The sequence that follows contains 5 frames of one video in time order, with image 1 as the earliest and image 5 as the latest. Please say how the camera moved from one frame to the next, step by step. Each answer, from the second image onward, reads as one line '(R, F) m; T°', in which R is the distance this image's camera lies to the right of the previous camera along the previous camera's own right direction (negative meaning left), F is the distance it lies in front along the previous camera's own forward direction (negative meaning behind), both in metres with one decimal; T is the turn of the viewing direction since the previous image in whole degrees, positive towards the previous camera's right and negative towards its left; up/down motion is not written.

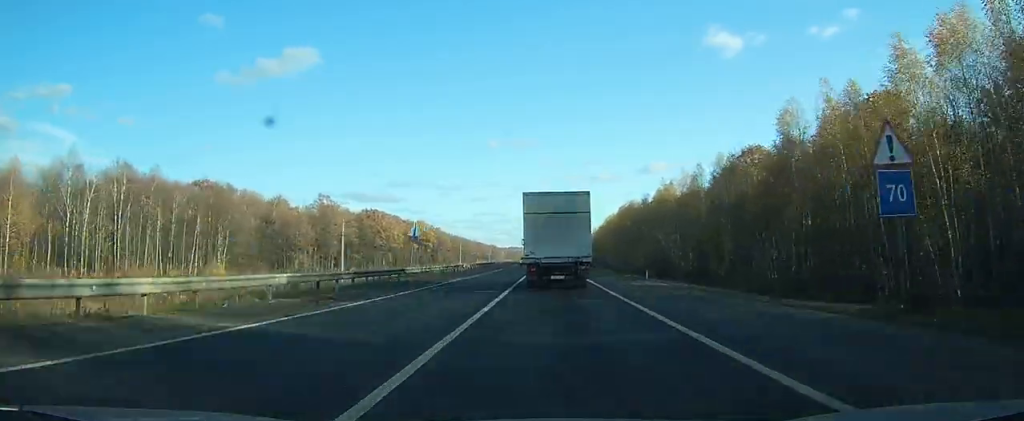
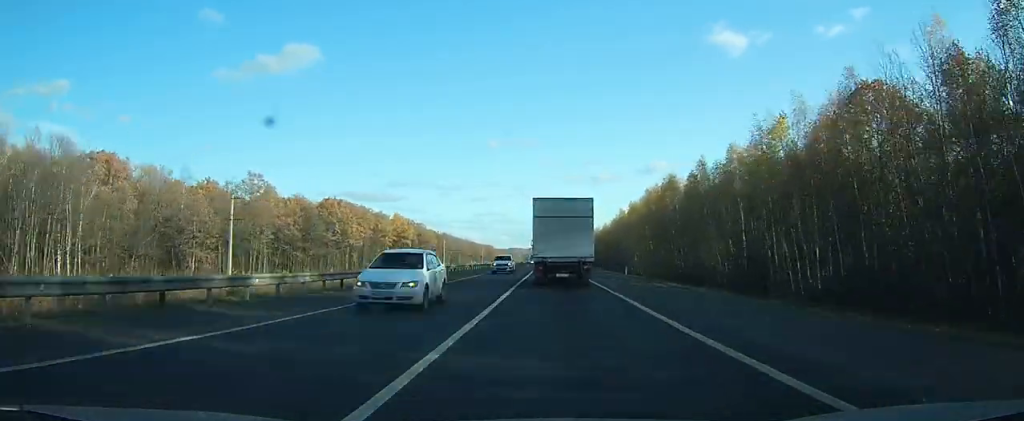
(0.0, +39.7) m; 0°
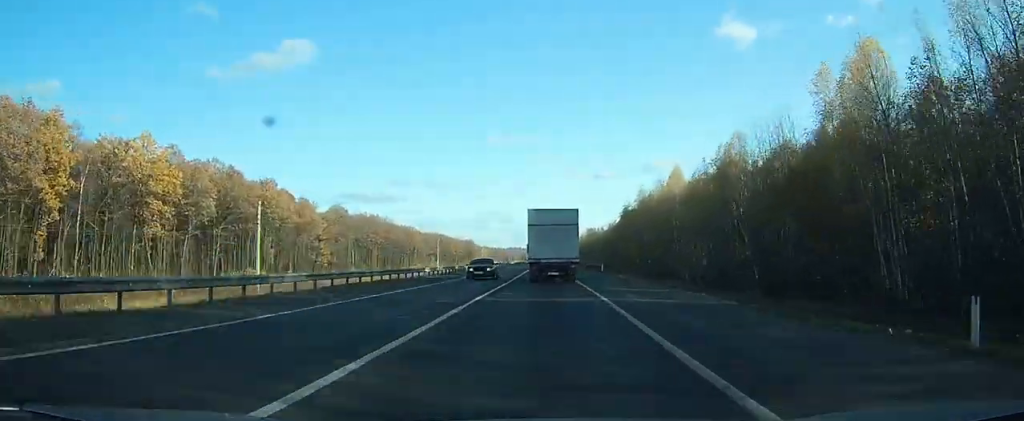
(+0.3, +145.2) m; 0°
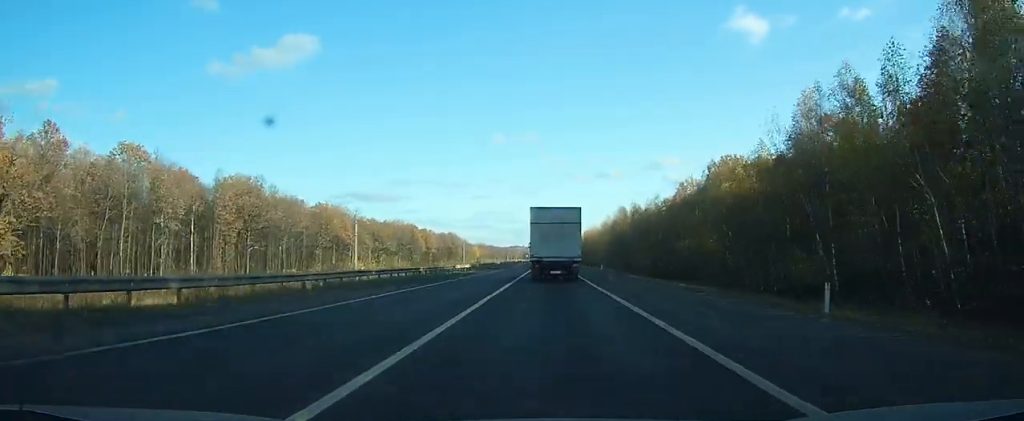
(-0.2, +93.7) m; 0°
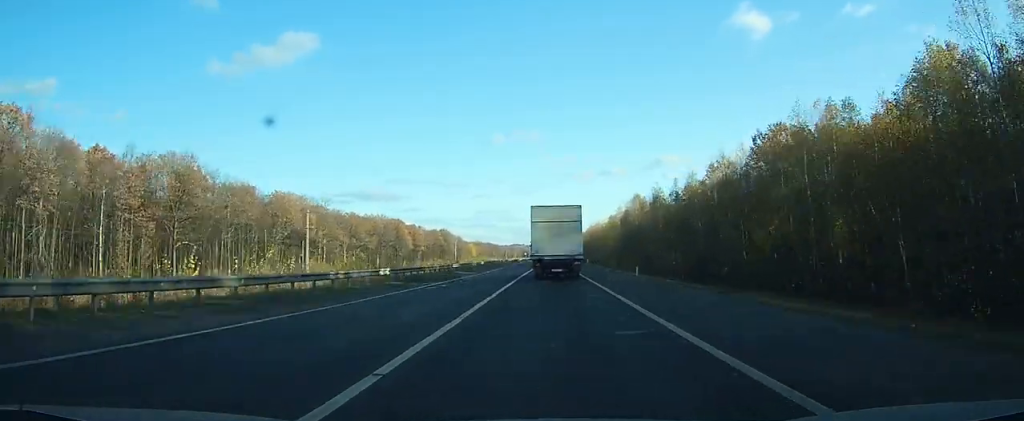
(0.0, +25.3) m; 0°
